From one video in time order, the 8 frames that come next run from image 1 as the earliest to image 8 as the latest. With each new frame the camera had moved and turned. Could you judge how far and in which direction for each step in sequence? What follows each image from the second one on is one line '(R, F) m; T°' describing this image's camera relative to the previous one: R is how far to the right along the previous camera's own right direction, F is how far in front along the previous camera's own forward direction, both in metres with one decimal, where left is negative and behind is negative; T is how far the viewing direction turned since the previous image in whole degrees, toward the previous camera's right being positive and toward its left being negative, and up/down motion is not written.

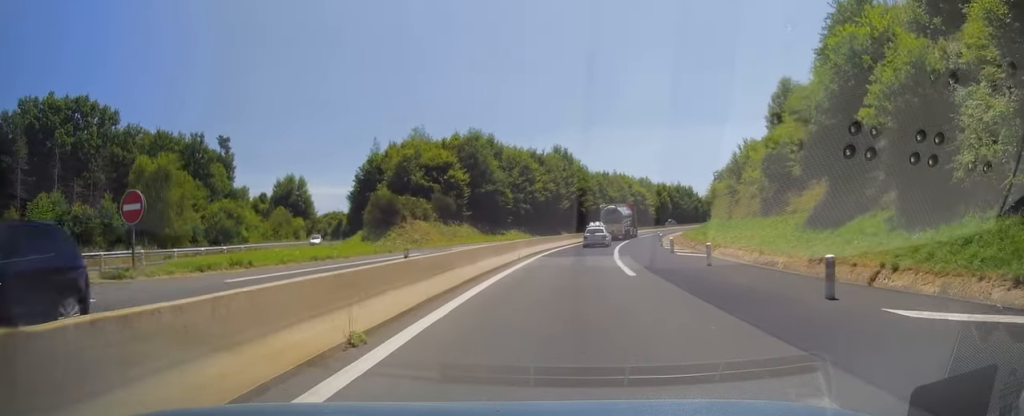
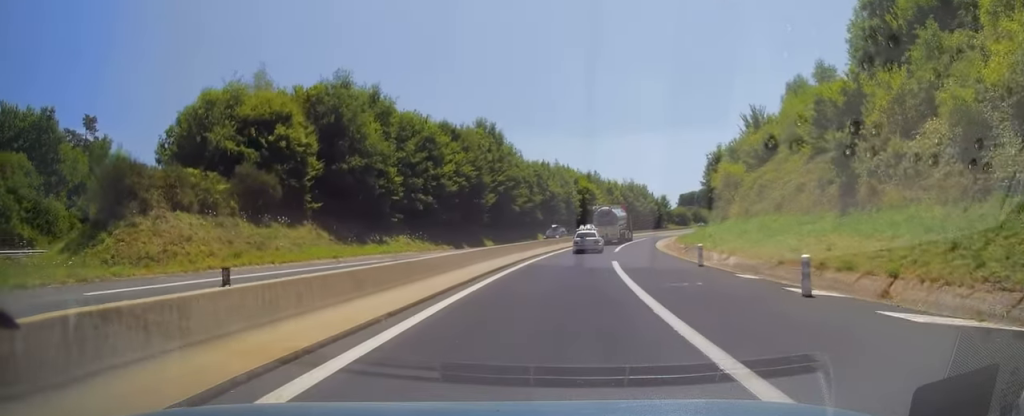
(+1.8, +30.8) m; +7°
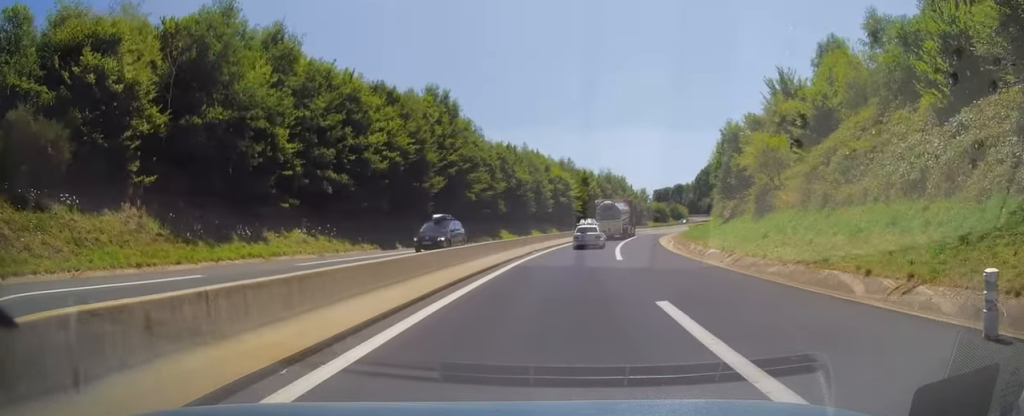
(+0.6, +16.1) m; +3°
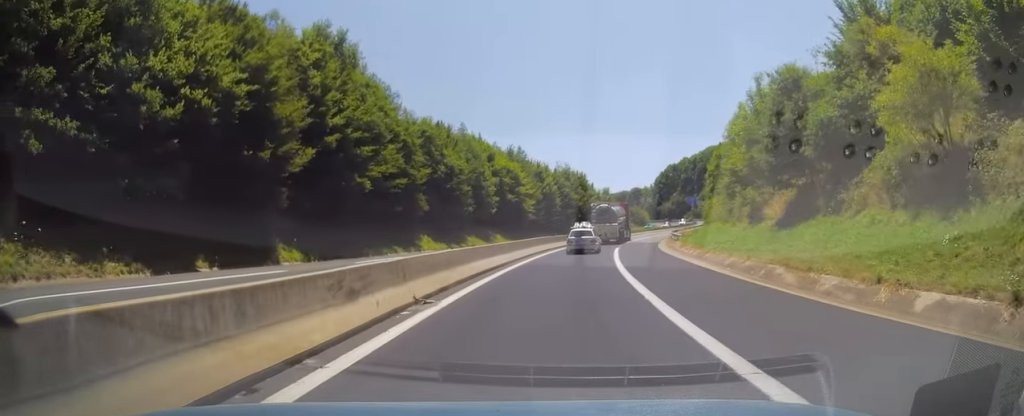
(+0.8, +20.8) m; +5°
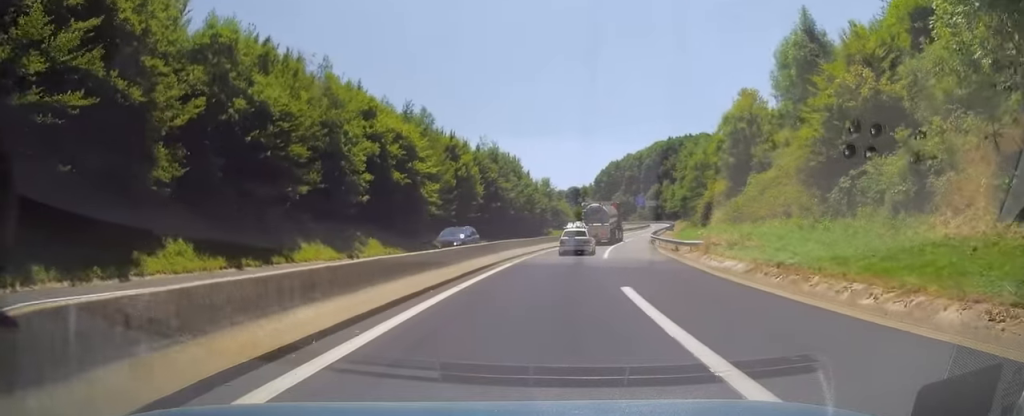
(+1.6, +28.0) m; +6°
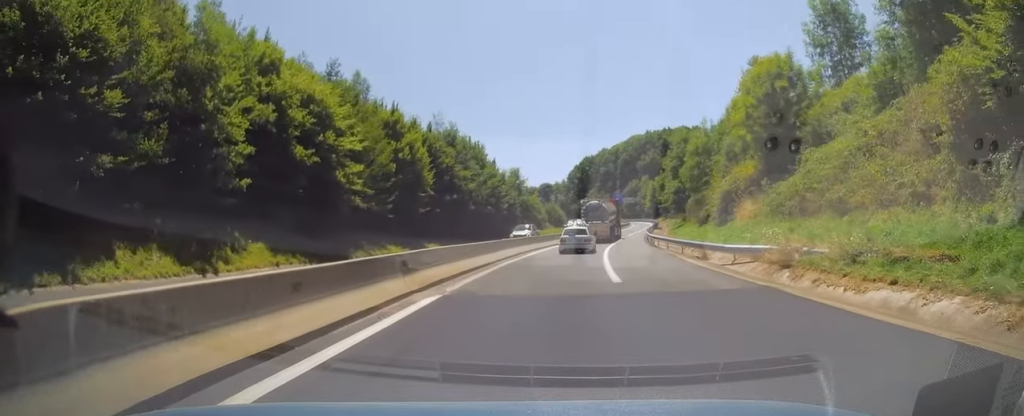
(+0.2, +13.4) m; +3°
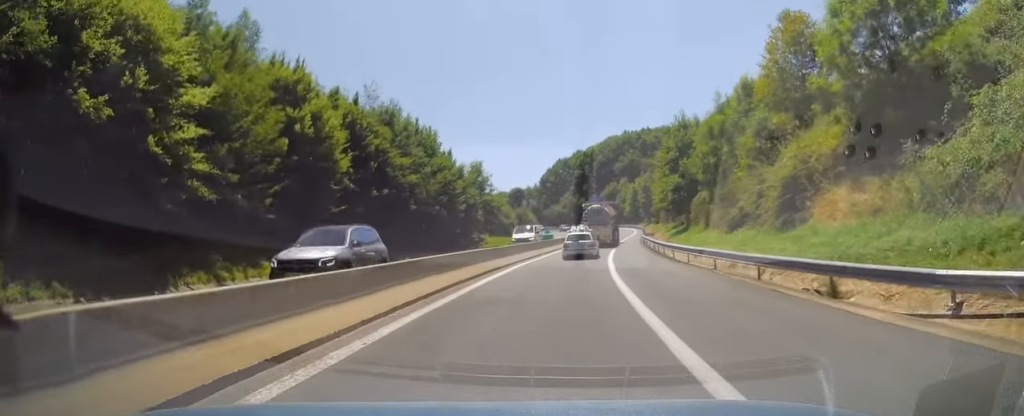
(+0.5, +14.9) m; +3°
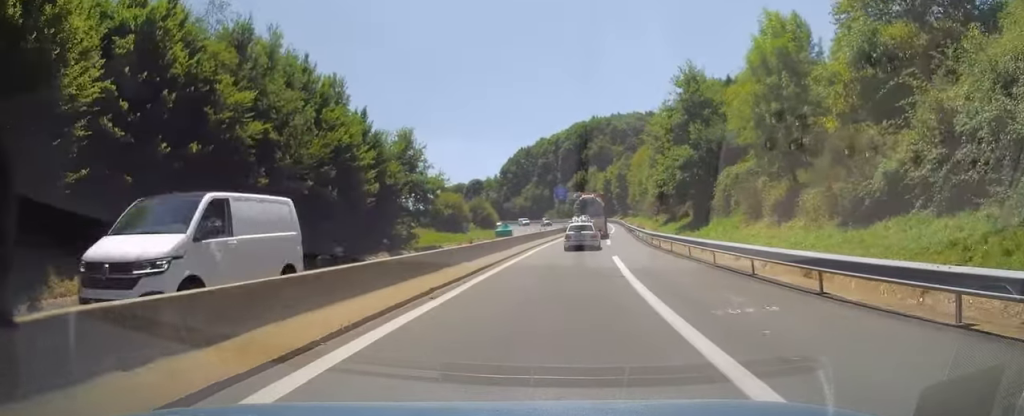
(+0.7, +18.9) m; +4°
